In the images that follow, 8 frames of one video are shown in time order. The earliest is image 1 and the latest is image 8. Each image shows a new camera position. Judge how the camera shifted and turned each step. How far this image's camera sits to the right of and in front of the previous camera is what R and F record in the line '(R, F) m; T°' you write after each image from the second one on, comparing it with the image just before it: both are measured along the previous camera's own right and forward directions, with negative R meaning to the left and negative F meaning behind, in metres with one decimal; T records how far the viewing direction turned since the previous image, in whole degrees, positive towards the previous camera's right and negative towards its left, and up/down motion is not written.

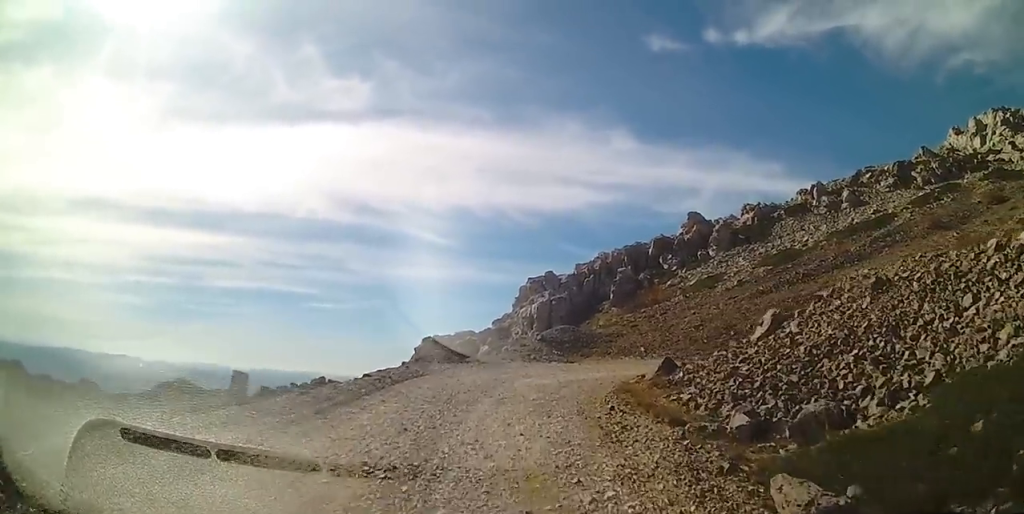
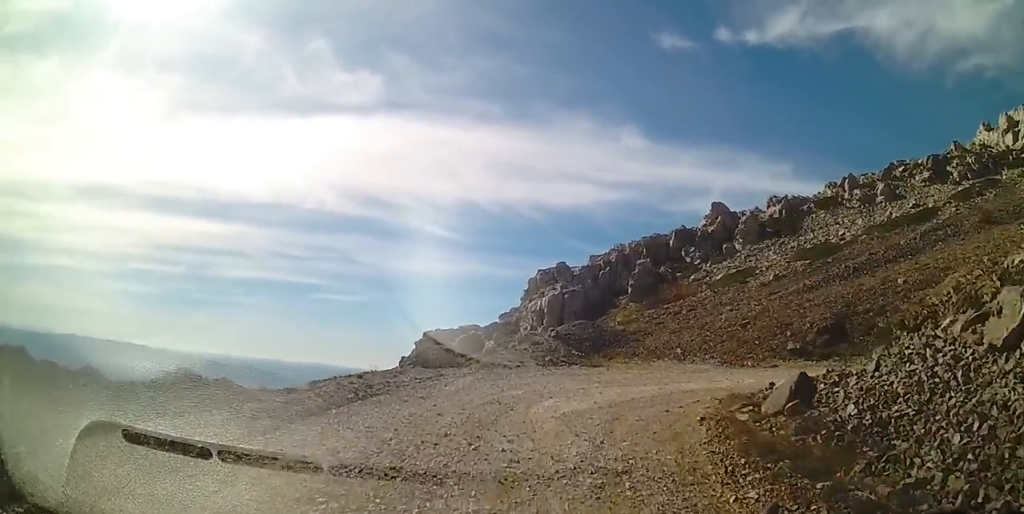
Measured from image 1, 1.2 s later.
(0.0, +6.2) m; +2°
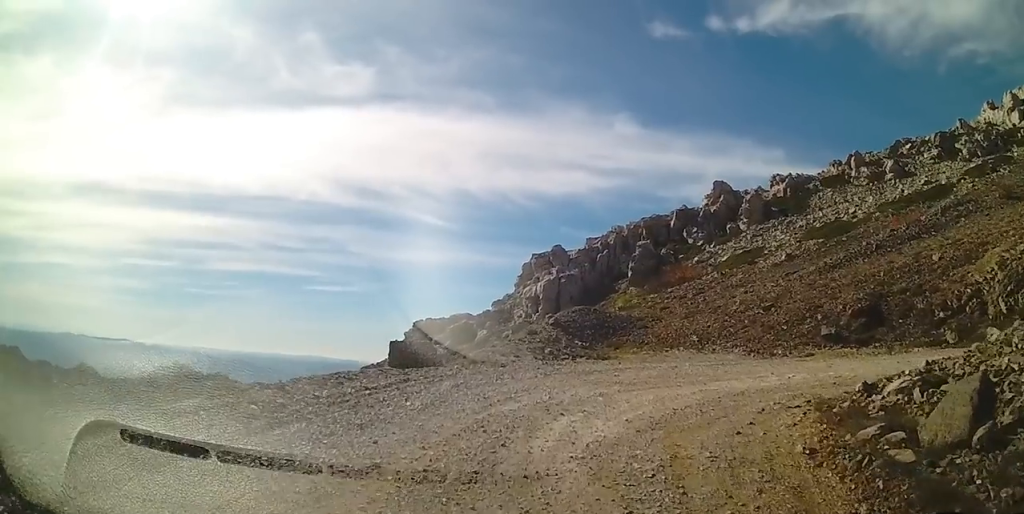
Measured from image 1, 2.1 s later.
(+0.1, +3.7) m; +4°
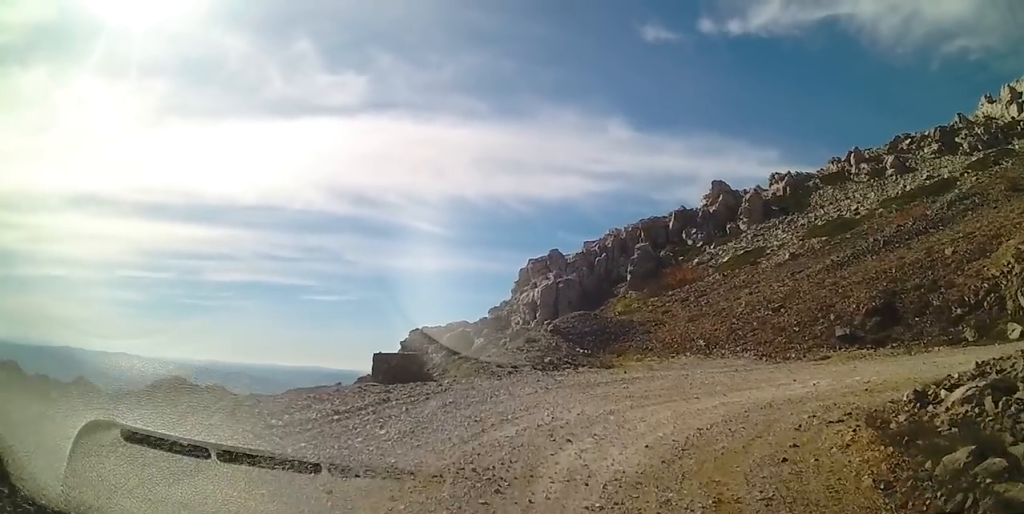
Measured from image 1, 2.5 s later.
(+0.1, +1.5) m; +2°
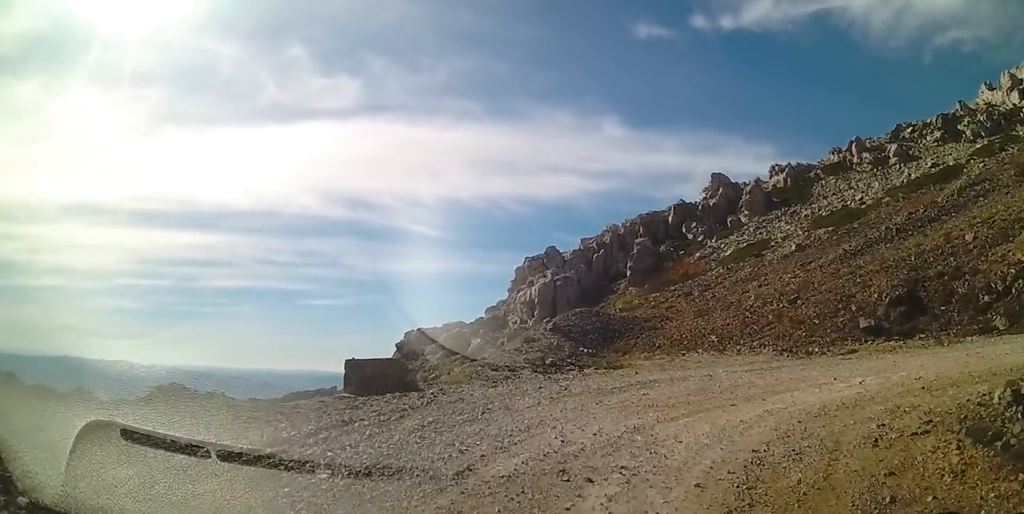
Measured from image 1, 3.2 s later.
(0.0, +2.1) m; 0°
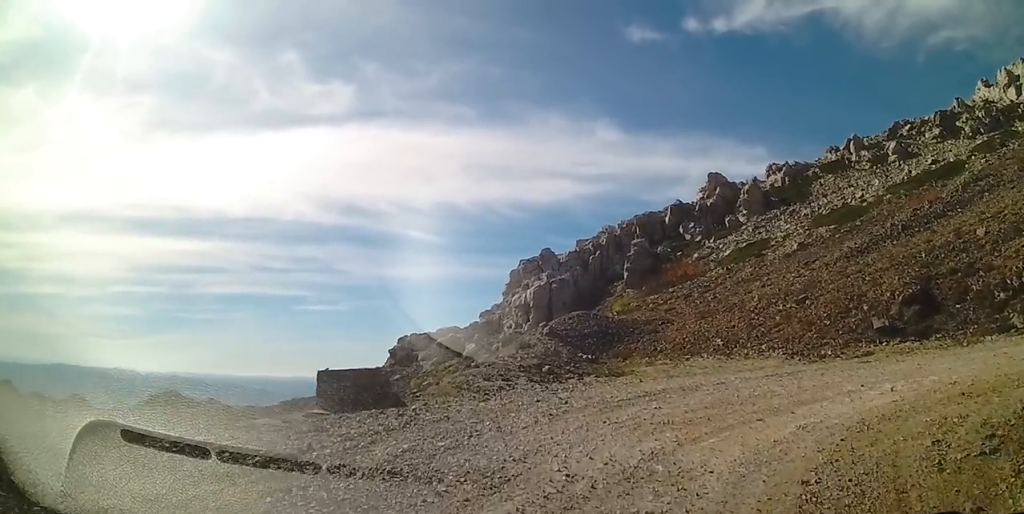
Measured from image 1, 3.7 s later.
(0.0, +1.4) m; -1°
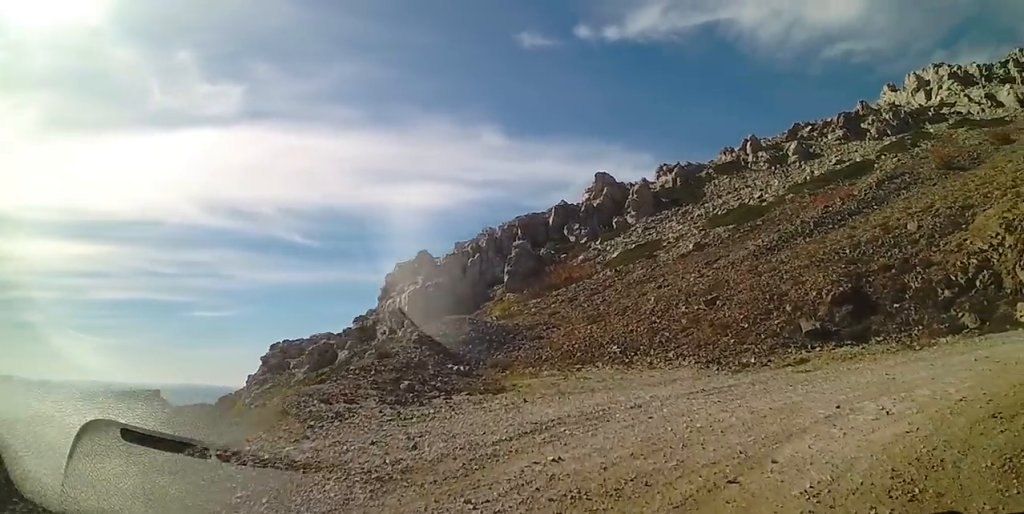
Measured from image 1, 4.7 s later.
(0.0, +3.0) m; +16°
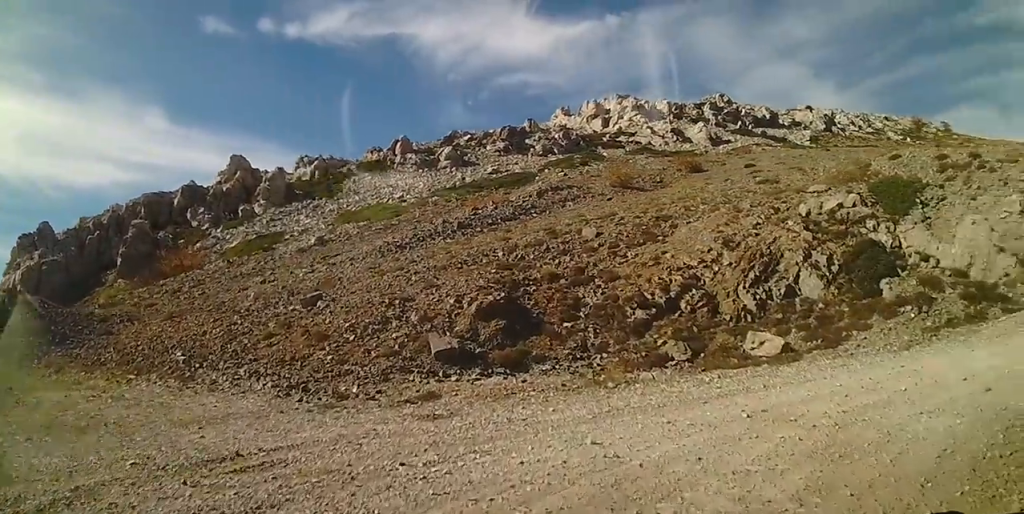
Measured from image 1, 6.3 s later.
(+1.8, +3.6) m; +48°
